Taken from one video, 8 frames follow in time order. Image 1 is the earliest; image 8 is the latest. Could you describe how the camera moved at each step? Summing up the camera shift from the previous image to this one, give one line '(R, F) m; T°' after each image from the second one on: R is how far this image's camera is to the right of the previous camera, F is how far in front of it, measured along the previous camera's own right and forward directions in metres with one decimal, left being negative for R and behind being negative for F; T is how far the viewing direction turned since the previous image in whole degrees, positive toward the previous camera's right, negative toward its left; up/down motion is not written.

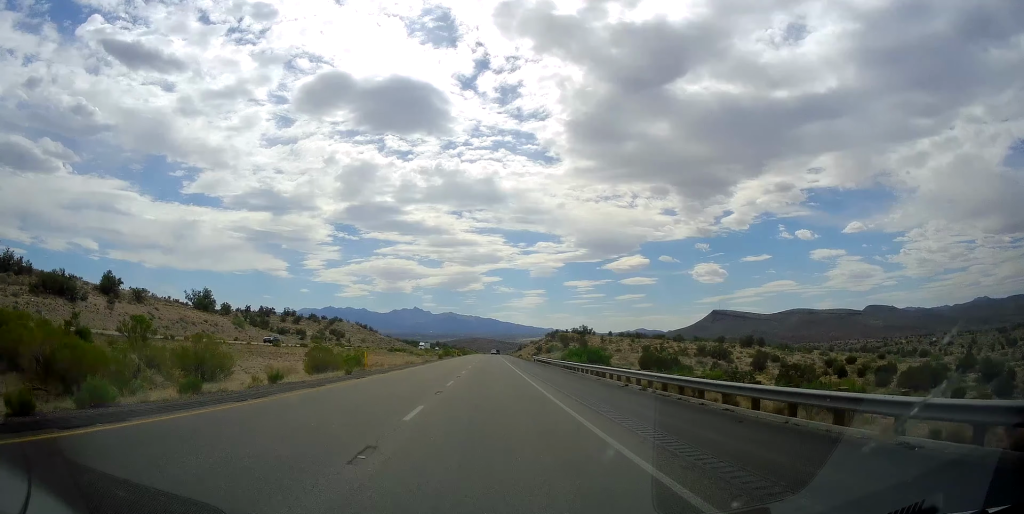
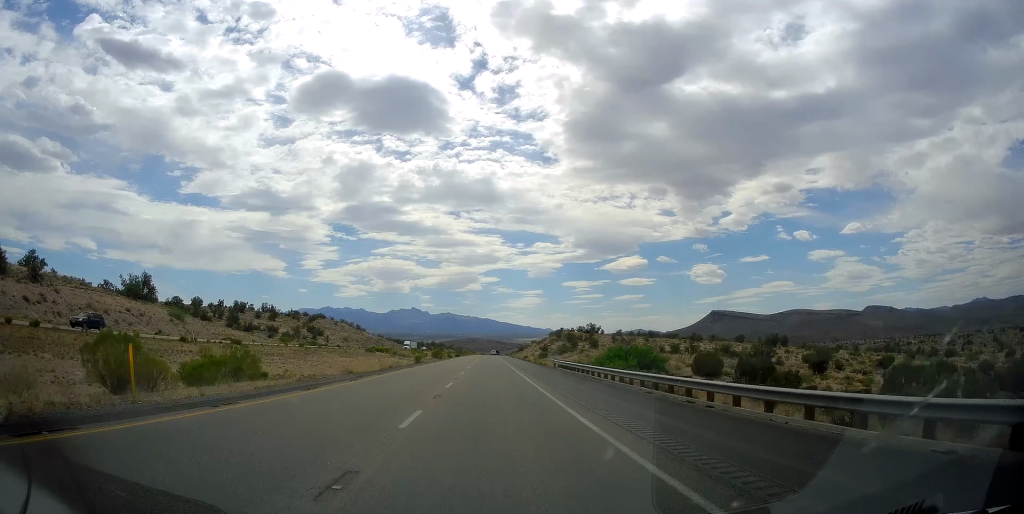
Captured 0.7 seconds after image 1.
(+0.1, +25.4) m; +1°
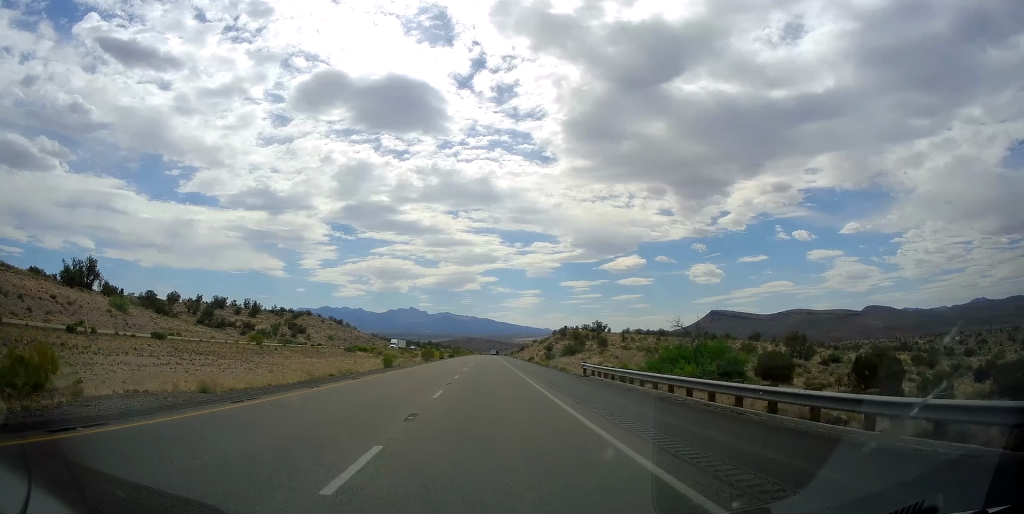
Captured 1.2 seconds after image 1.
(+0.2, +17.3) m; 0°
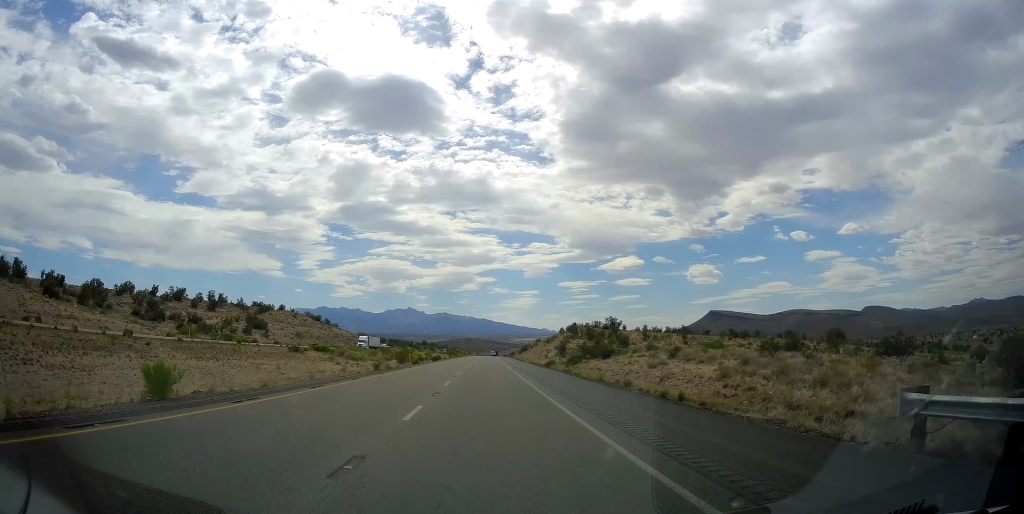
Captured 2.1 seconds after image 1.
(+0.1, +30.0) m; 0°
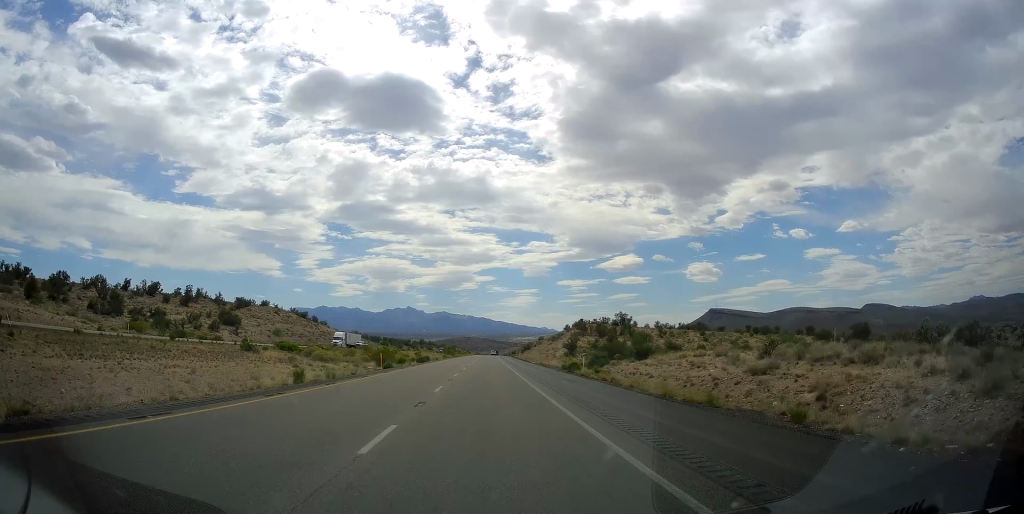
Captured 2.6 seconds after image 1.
(+0.1, +16.2) m; 0°
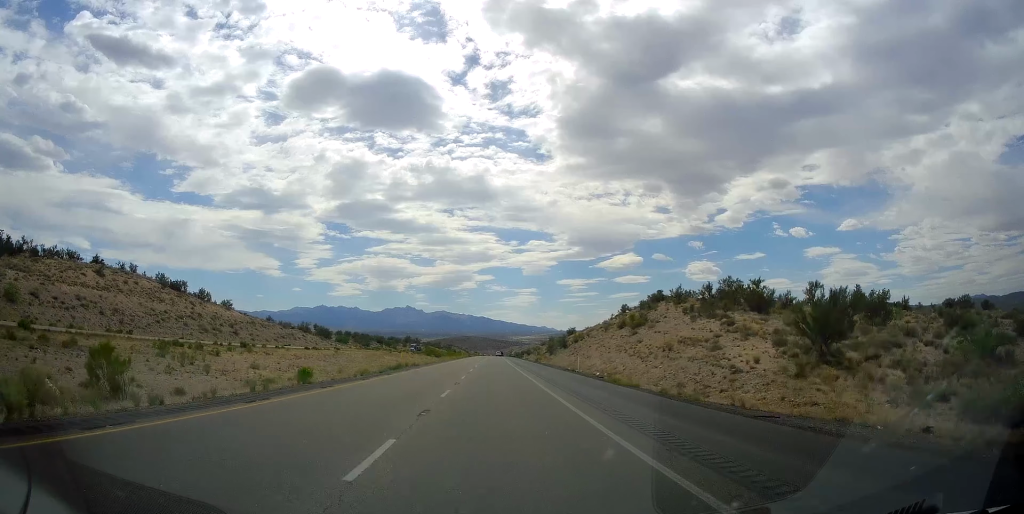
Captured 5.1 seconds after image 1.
(+0.4, +86.8) m; +1°
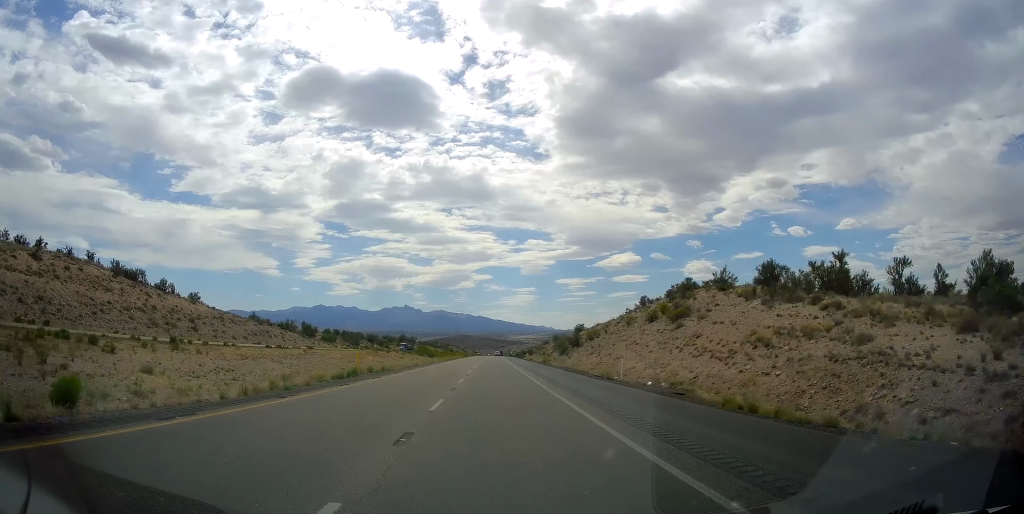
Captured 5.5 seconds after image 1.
(0.0, +16.3) m; 0°
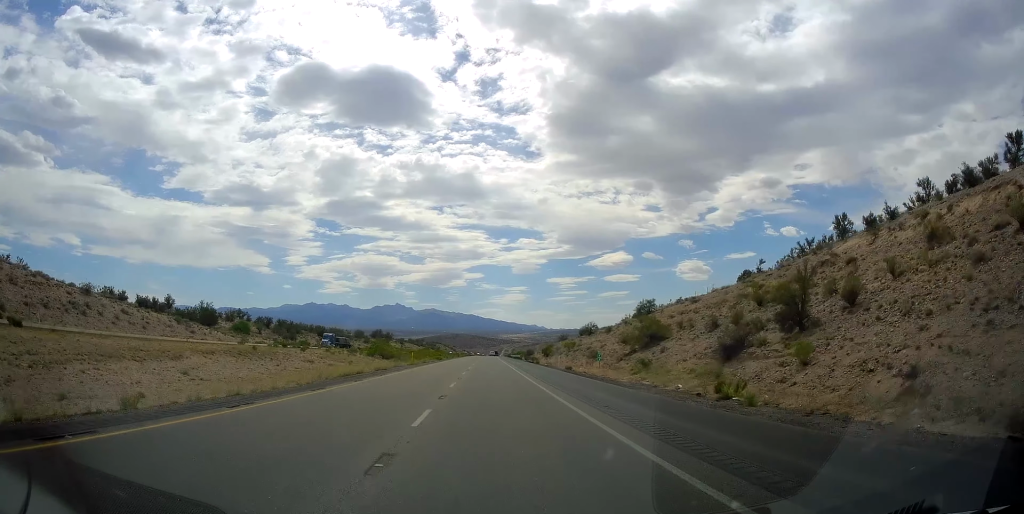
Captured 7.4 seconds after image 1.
(+0.1, +63.9) m; +1°
